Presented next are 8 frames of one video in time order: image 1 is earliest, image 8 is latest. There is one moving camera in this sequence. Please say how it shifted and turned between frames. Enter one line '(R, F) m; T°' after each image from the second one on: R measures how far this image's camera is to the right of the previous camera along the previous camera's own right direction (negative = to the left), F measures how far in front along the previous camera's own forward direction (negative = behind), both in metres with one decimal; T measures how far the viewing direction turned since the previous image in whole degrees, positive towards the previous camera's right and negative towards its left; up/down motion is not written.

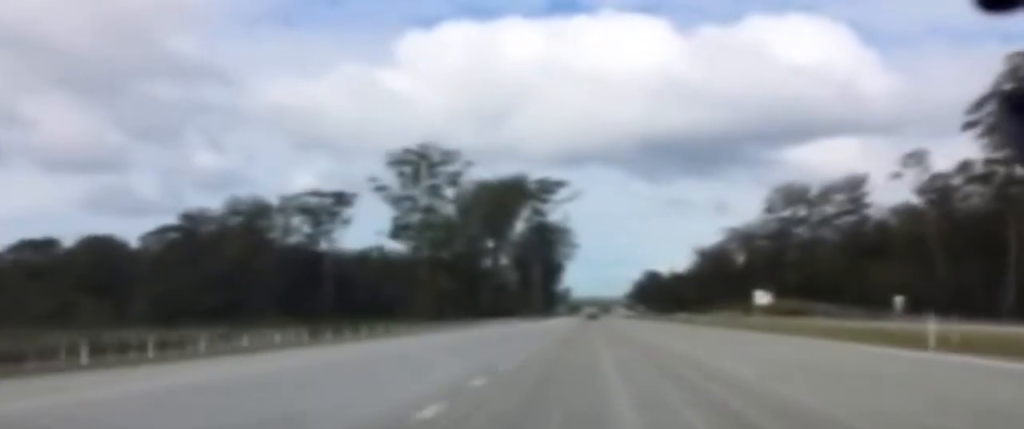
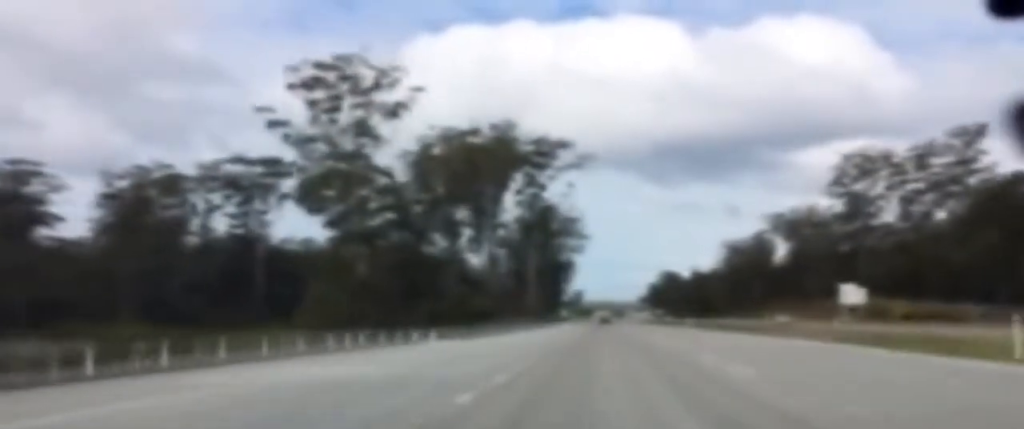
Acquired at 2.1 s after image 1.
(+0.4, +63.9) m; 0°
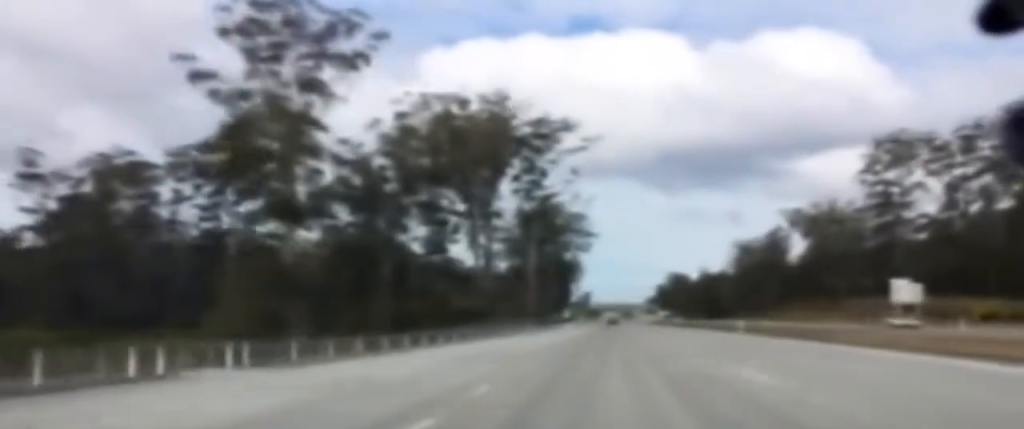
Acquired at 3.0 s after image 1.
(-0.3, +27.5) m; +1°
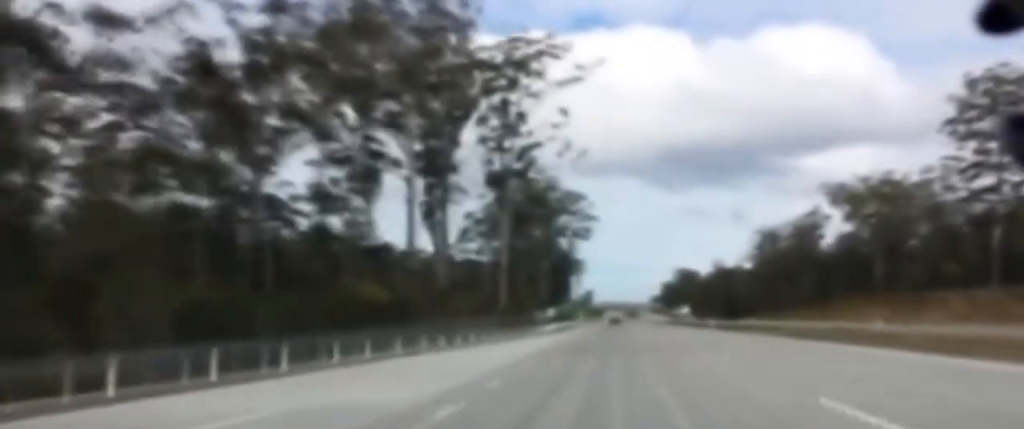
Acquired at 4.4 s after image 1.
(+1.0, +43.7) m; +1°
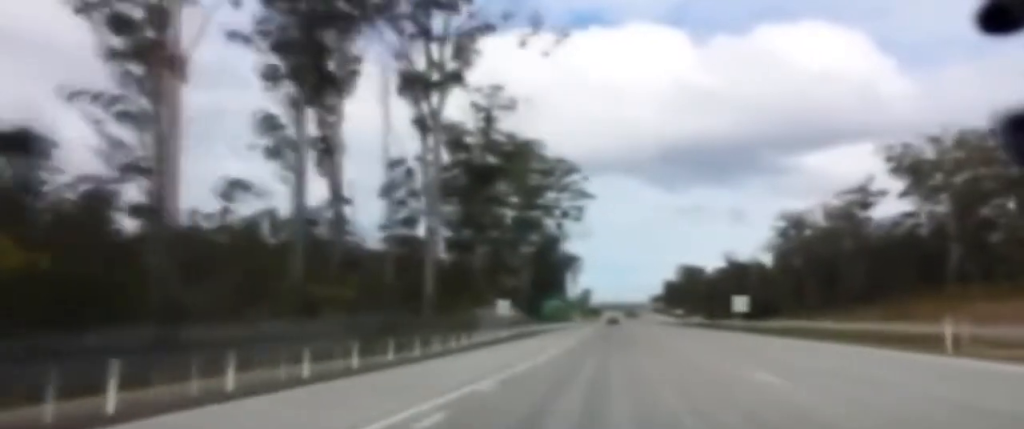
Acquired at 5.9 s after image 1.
(-0.1, +45.5) m; -1°
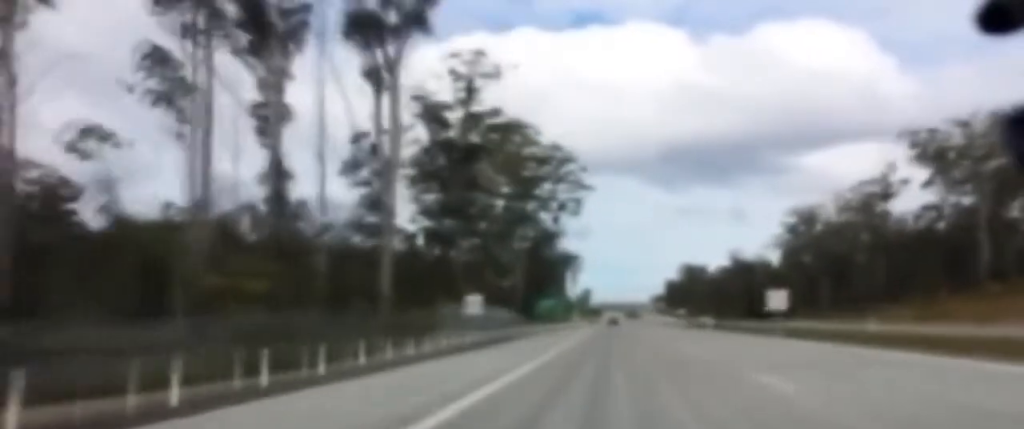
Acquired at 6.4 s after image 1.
(-0.1, +13.1) m; -1°
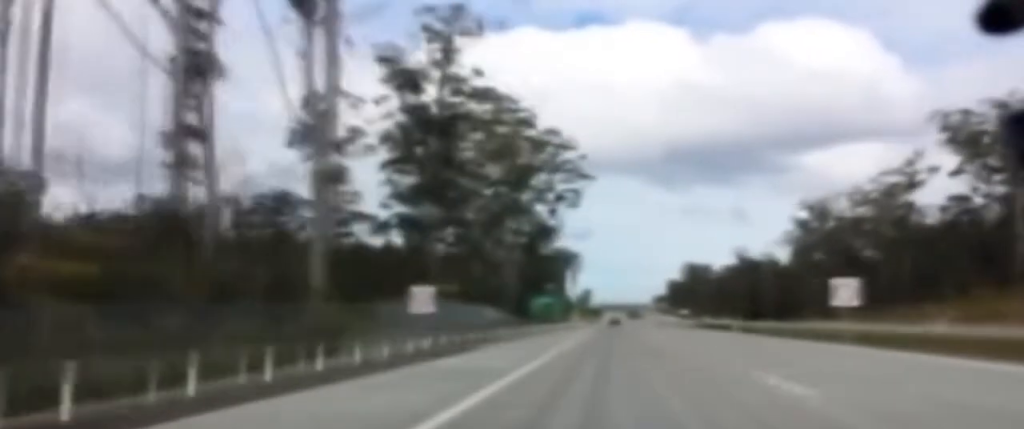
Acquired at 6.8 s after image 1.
(0.0, +13.1) m; -1°
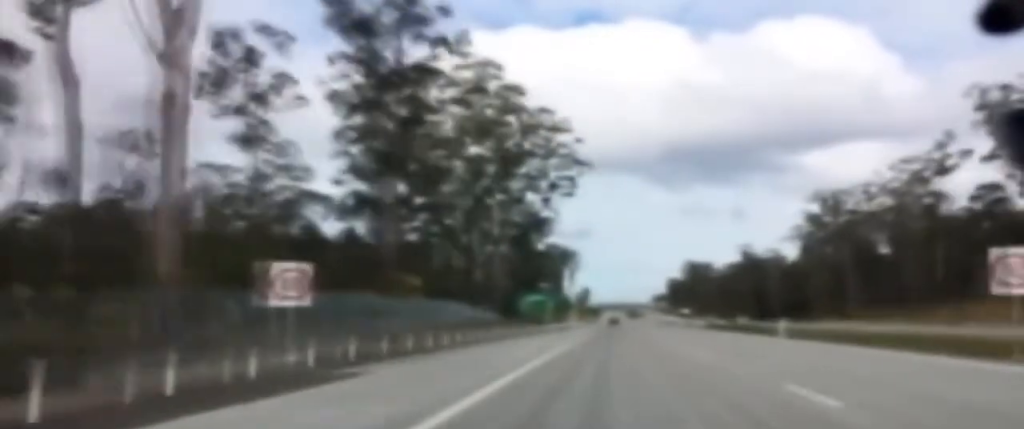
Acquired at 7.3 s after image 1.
(-0.1, +14.1) m; -1°
